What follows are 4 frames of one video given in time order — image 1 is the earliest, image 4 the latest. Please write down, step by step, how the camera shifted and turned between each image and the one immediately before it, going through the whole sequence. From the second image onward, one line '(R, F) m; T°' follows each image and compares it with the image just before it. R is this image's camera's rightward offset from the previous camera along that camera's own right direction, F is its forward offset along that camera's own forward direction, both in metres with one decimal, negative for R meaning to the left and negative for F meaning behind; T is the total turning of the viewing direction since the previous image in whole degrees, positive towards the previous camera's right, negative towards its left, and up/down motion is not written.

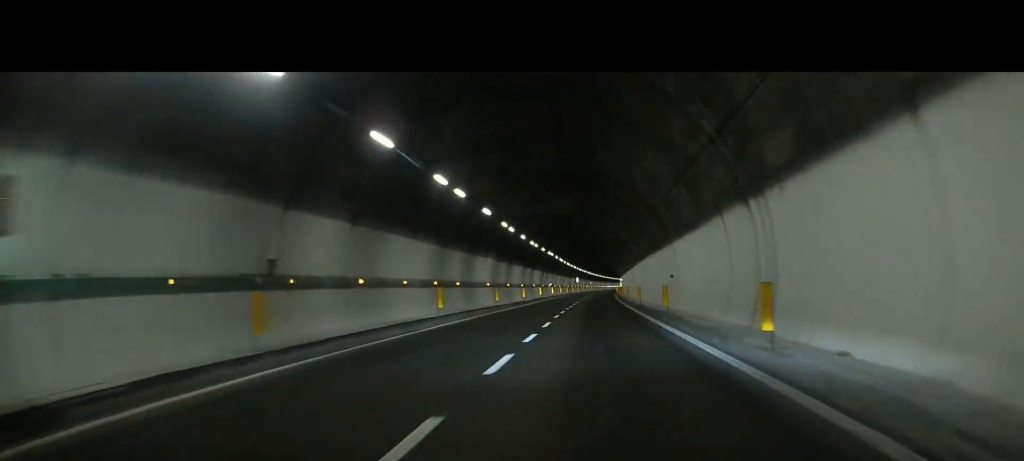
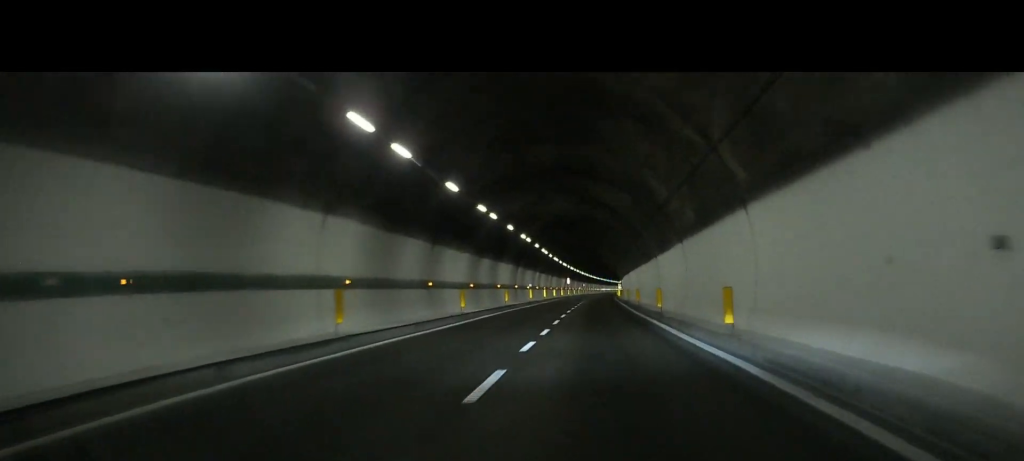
(0.0, +27.3) m; 0°
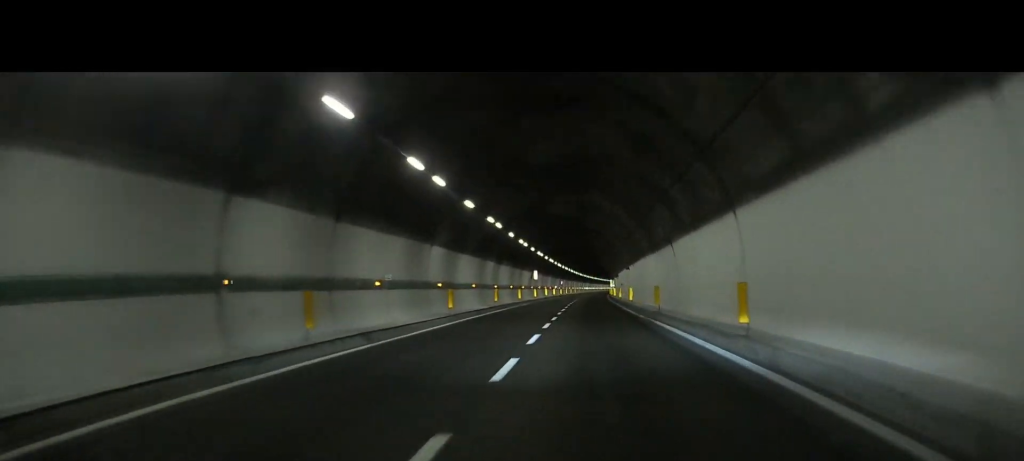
(0.0, +48.3) m; 0°
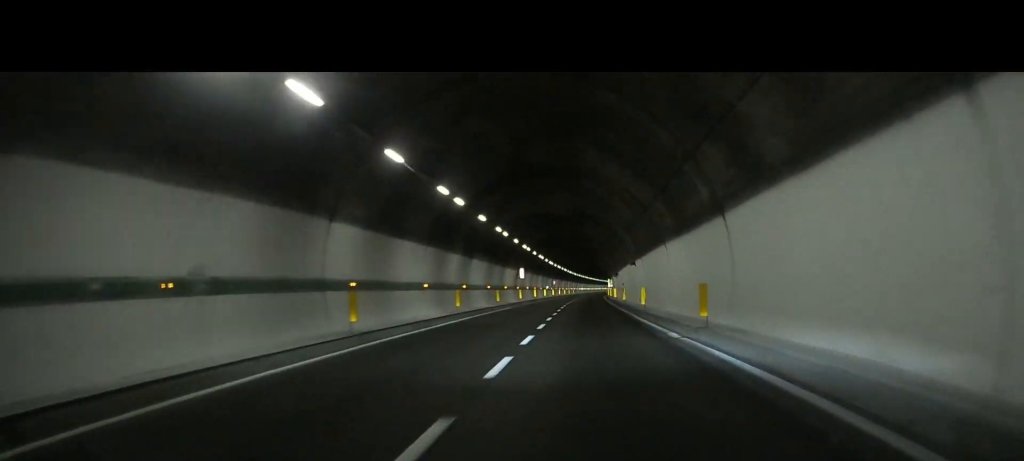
(0.0, +12.2) m; 0°
